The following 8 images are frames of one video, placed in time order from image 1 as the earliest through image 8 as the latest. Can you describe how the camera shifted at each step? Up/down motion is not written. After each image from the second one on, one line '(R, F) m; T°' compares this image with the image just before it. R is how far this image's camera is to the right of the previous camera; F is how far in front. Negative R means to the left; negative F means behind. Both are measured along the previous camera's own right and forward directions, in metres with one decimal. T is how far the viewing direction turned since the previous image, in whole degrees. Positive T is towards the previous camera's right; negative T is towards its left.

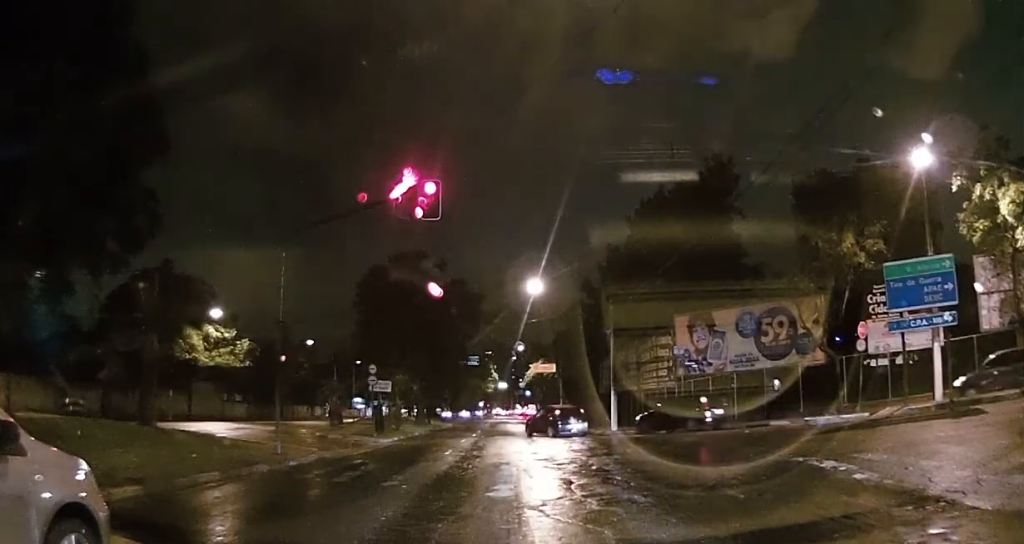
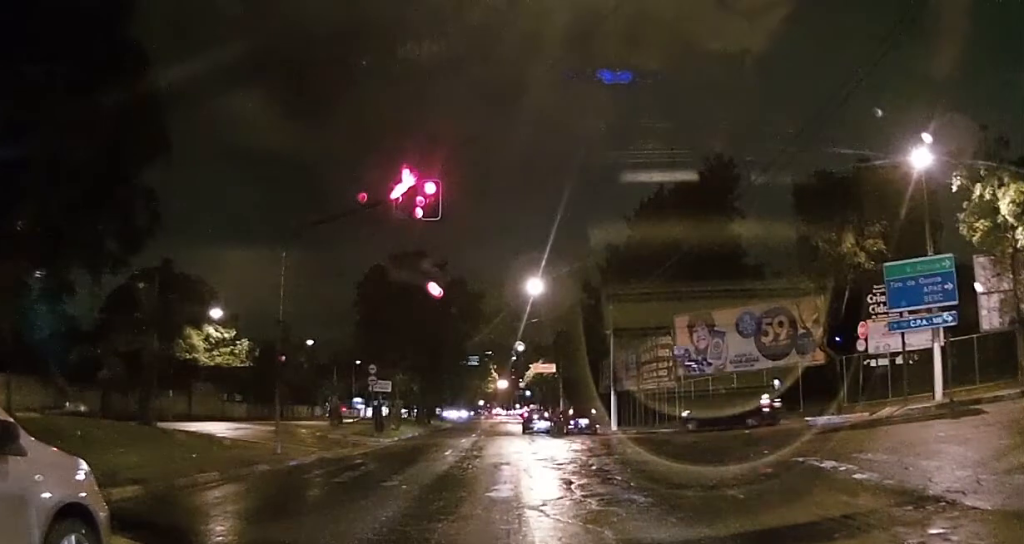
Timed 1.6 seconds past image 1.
(0.0, 0.0) m; 0°
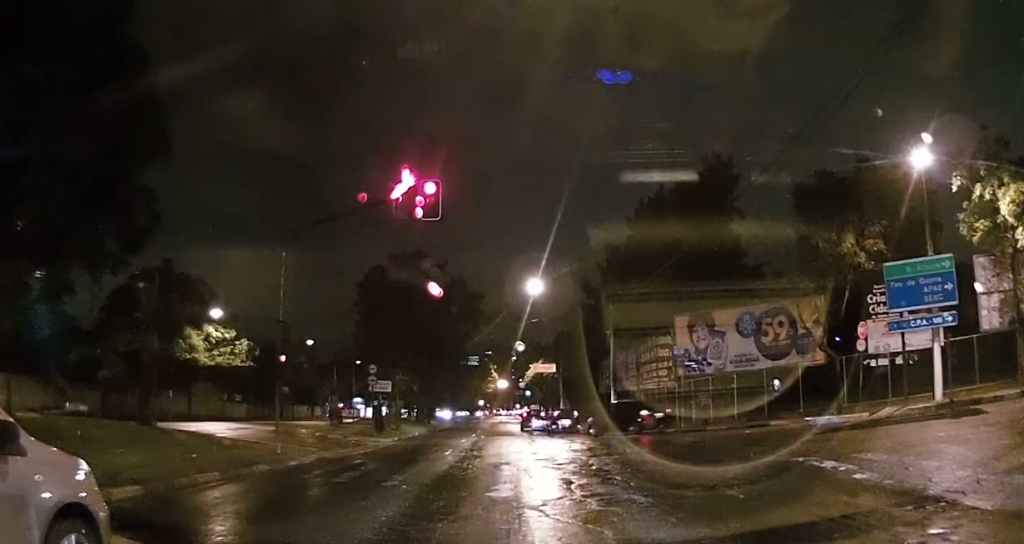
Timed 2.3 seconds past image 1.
(0.0, 0.0) m; 0°
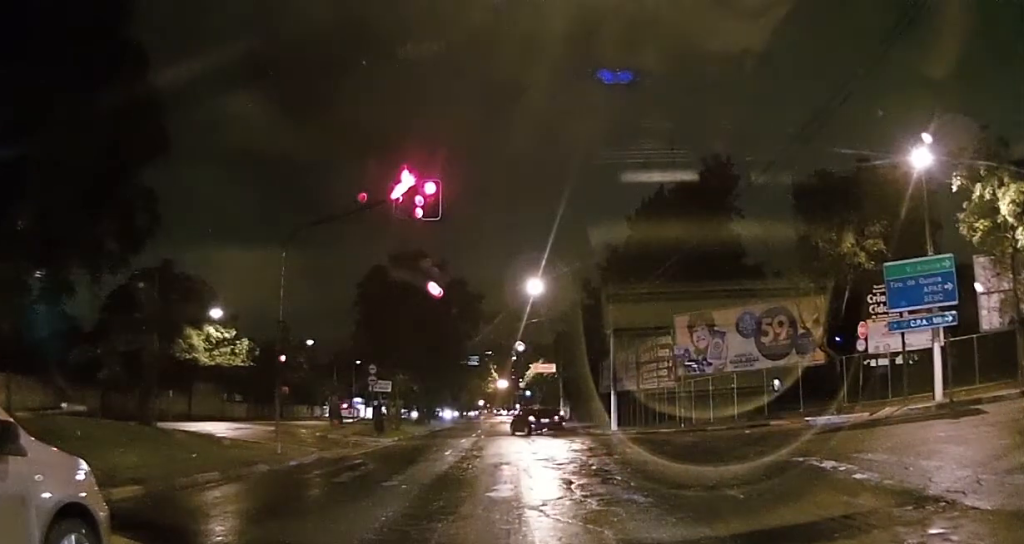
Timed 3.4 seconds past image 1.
(0.0, 0.0) m; 0°
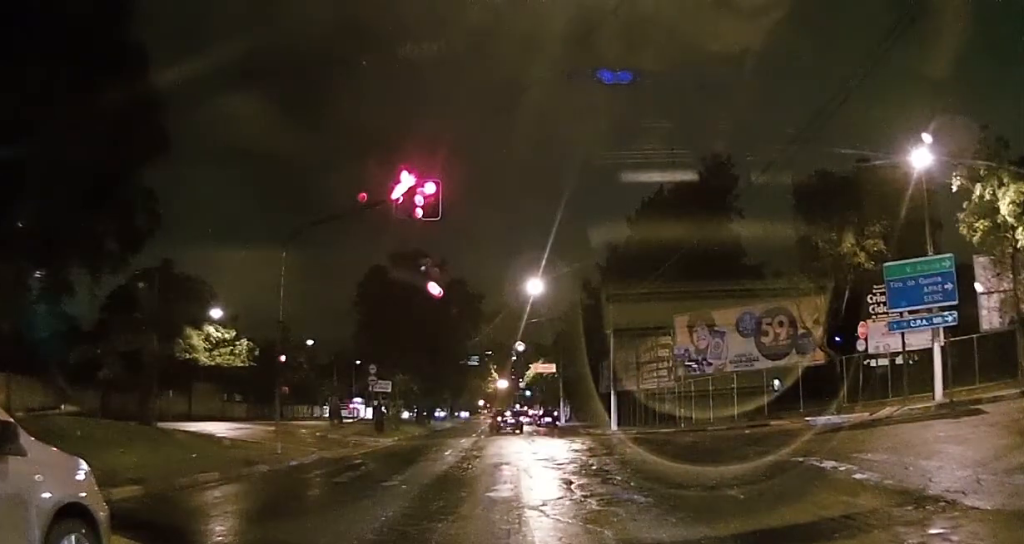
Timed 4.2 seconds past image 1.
(0.0, 0.0) m; 0°
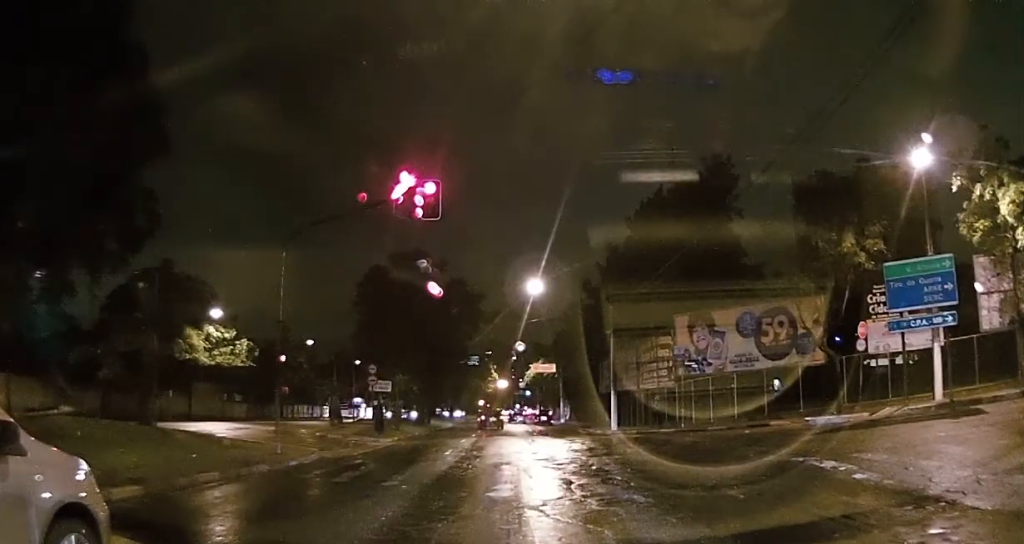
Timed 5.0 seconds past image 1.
(0.0, 0.0) m; 0°
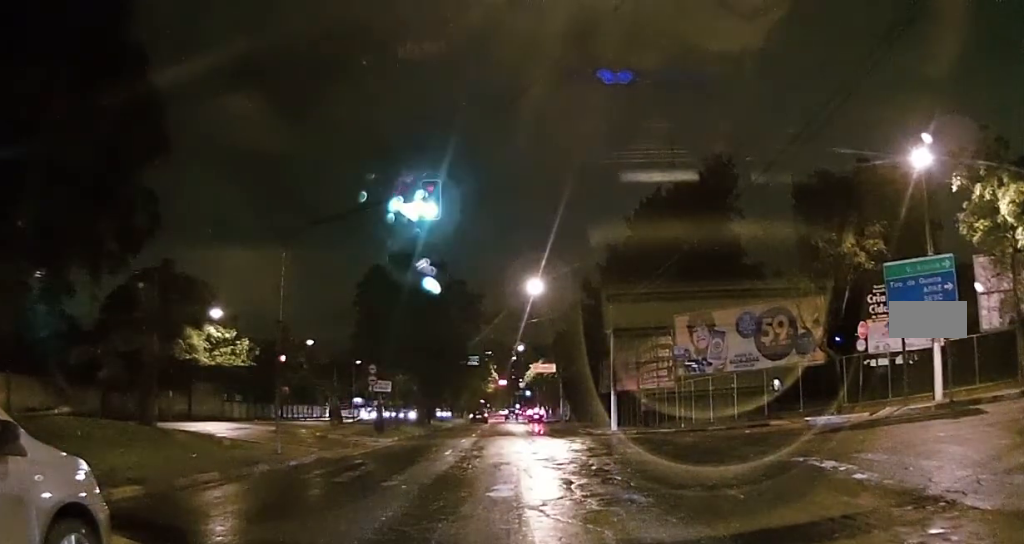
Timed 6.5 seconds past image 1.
(0.0, 0.0) m; 0°
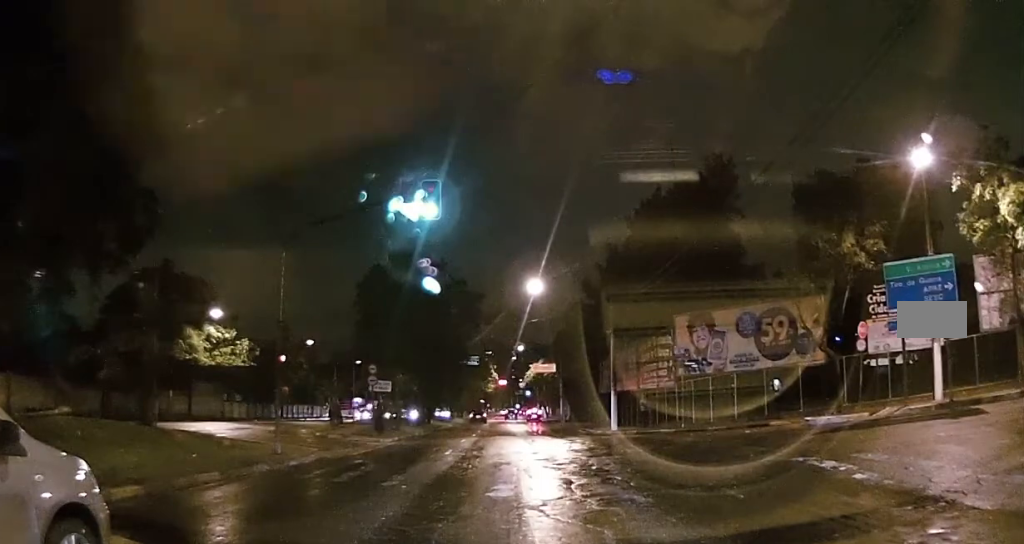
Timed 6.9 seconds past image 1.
(0.0, 0.0) m; 0°
